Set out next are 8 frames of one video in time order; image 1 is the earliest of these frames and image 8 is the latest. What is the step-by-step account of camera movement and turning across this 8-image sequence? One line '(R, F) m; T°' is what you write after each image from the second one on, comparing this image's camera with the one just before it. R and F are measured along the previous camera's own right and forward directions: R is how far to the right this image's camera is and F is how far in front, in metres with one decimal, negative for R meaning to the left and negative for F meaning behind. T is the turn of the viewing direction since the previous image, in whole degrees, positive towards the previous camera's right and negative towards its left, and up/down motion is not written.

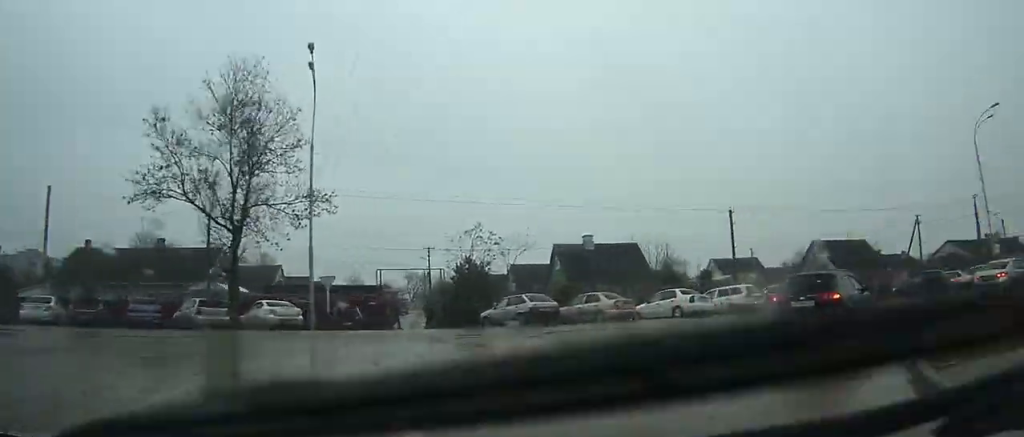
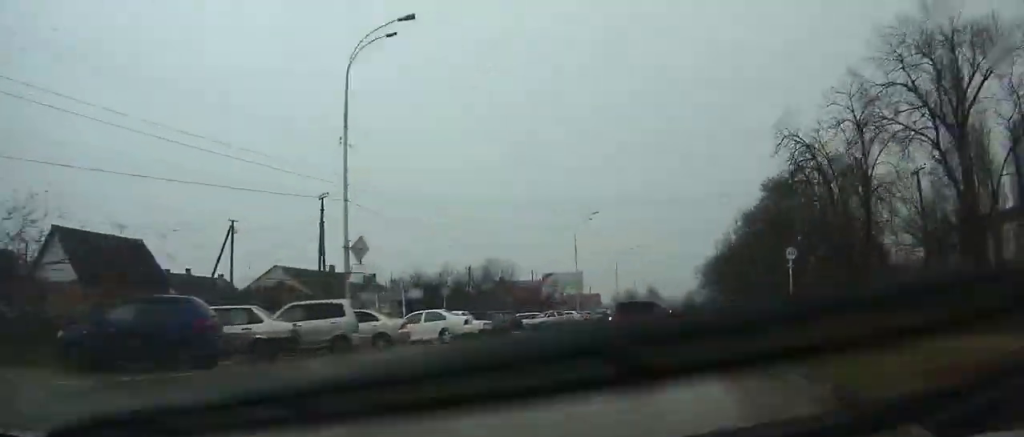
(+13.0, +23.8) m; +47°
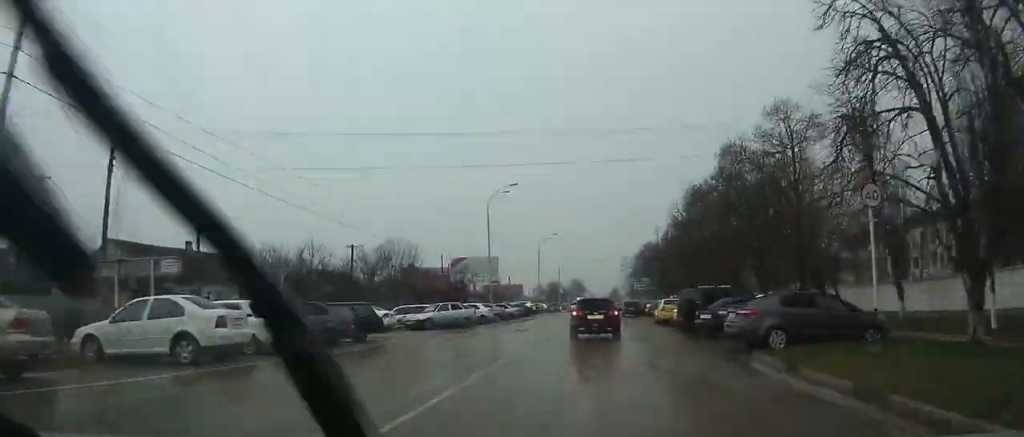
(+1.6, +13.8) m; +6°
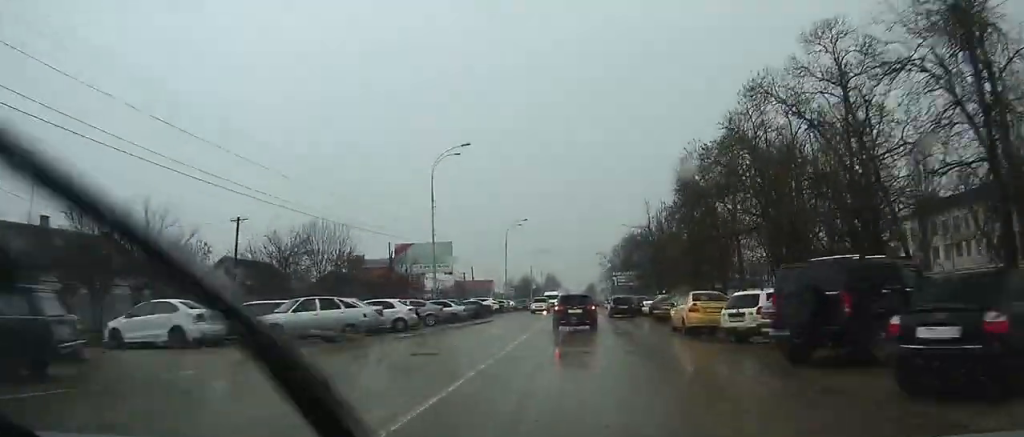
(+0.6, +13.6) m; +2°
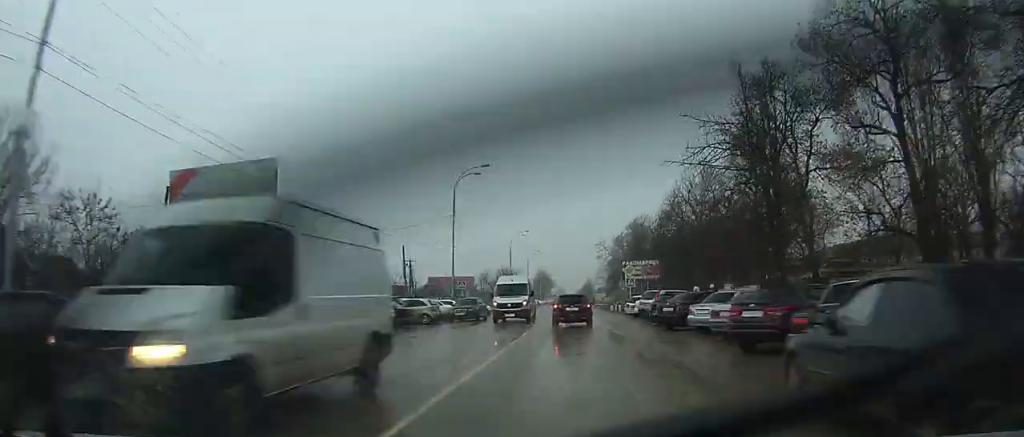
(+0.2, +34.0) m; 0°
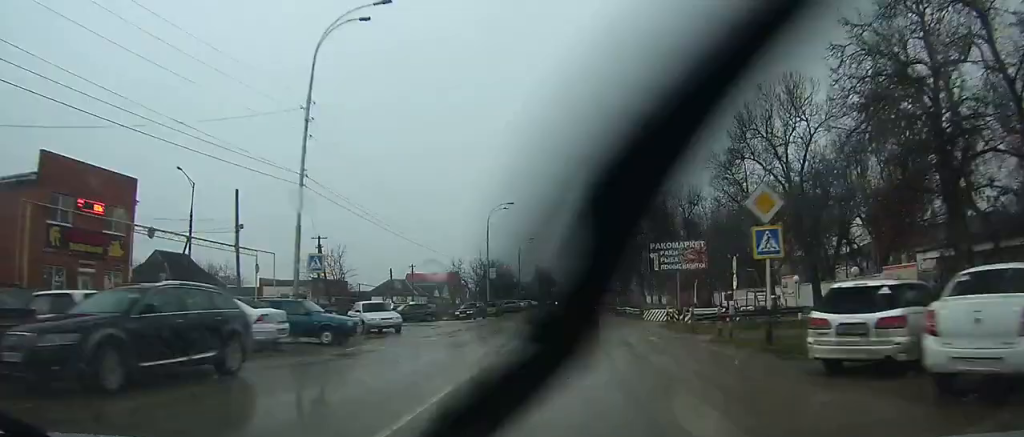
(-0.1, +29.2) m; -1°
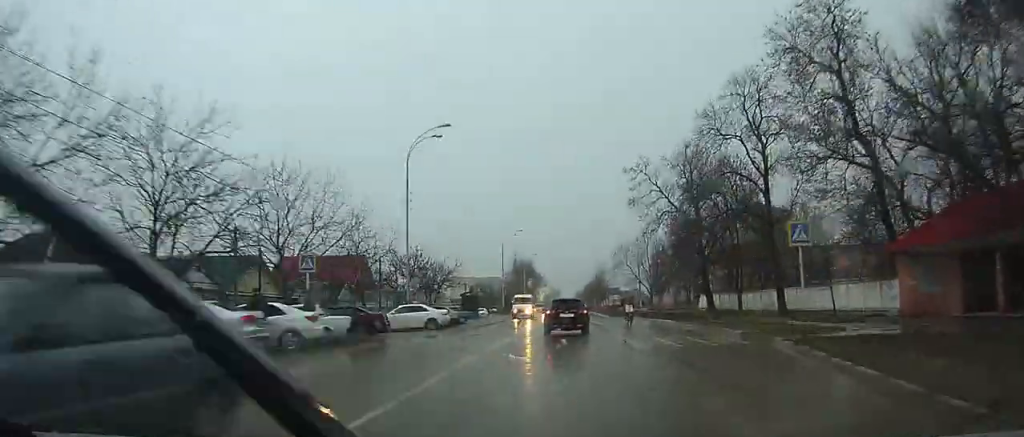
(+0.2, +73.9) m; 0°
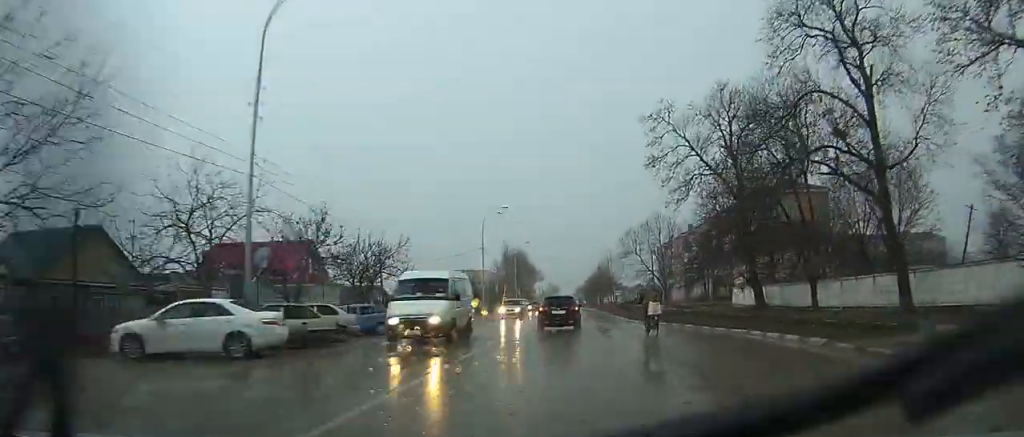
(+0.1, +19.8) m; 0°
